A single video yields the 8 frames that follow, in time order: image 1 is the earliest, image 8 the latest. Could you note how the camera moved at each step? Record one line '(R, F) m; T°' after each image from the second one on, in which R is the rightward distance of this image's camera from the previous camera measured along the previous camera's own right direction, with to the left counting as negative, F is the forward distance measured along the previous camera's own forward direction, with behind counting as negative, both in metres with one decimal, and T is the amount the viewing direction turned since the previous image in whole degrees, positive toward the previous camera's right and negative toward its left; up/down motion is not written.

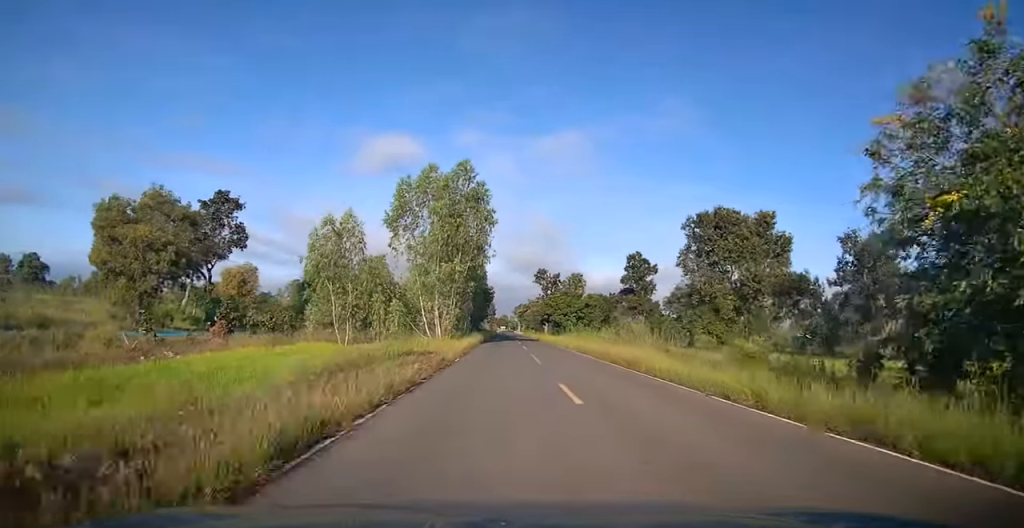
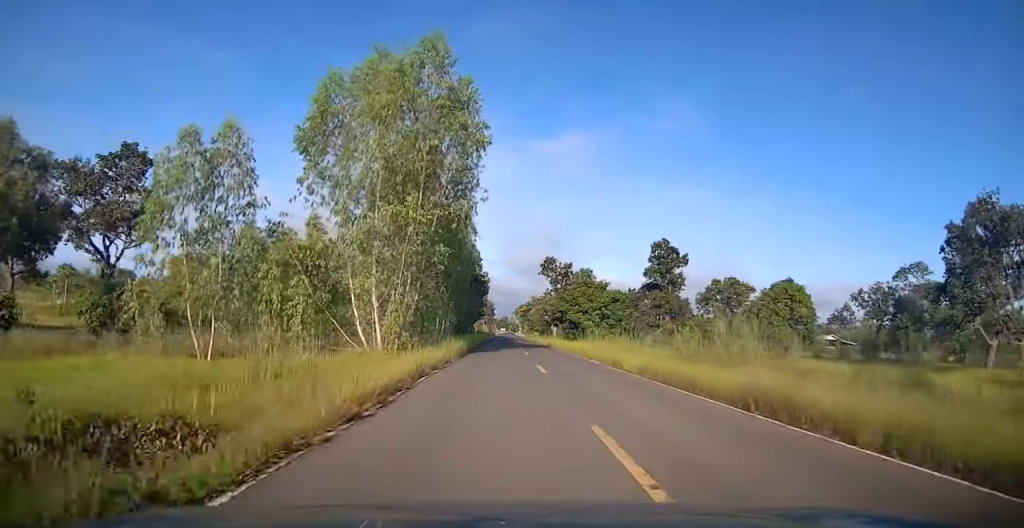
(+0.1, +17.3) m; 0°
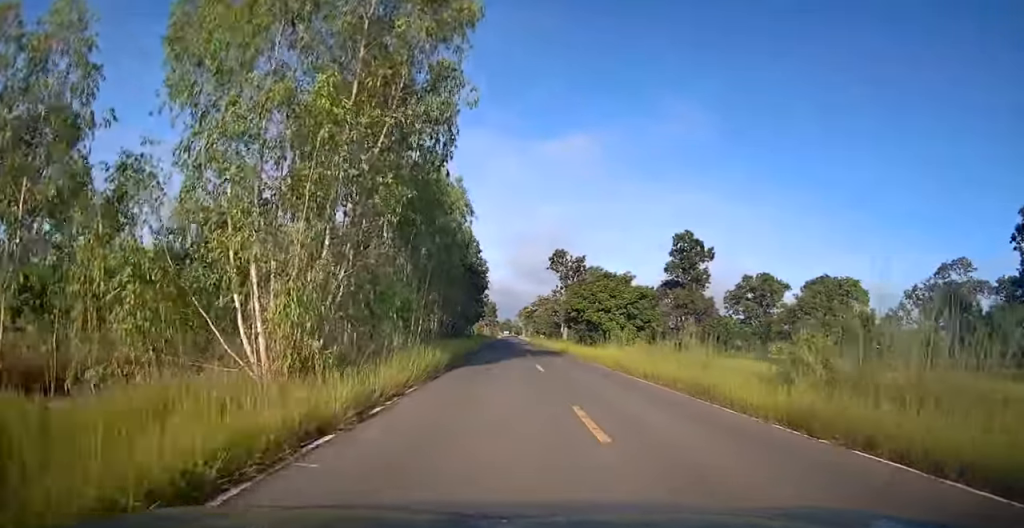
(0.0, +9.7) m; 0°
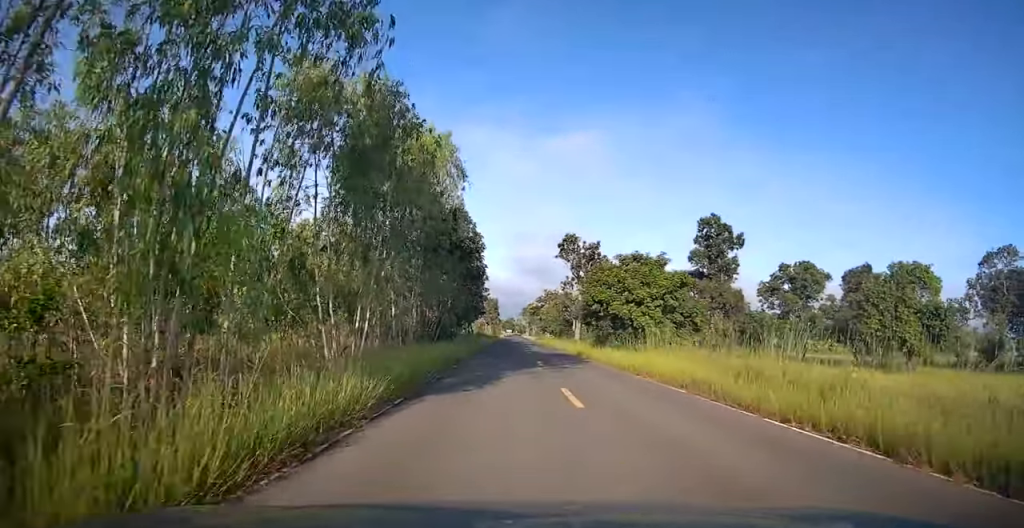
(0.0, +9.2) m; -1°
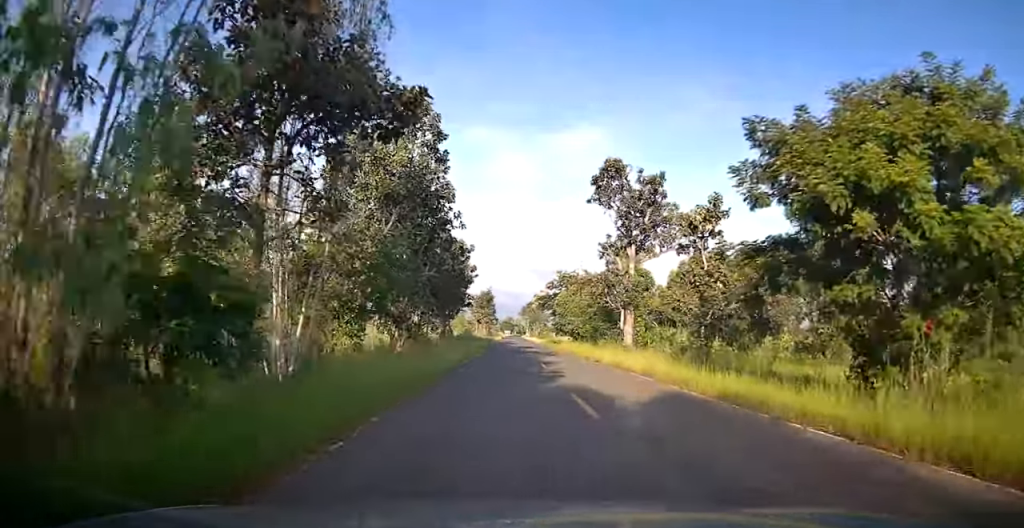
(-0.4, +24.9) m; -1°
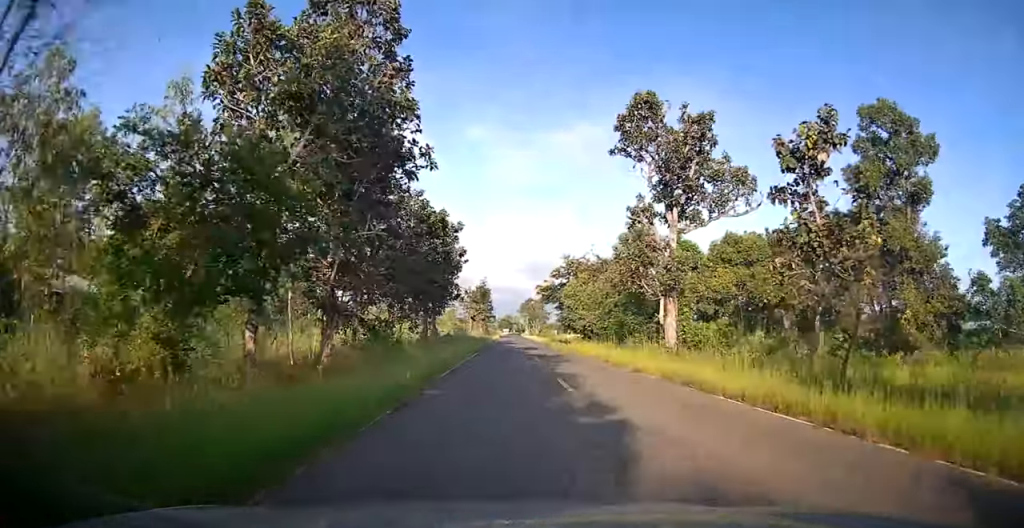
(+0.1, +9.0) m; +1°
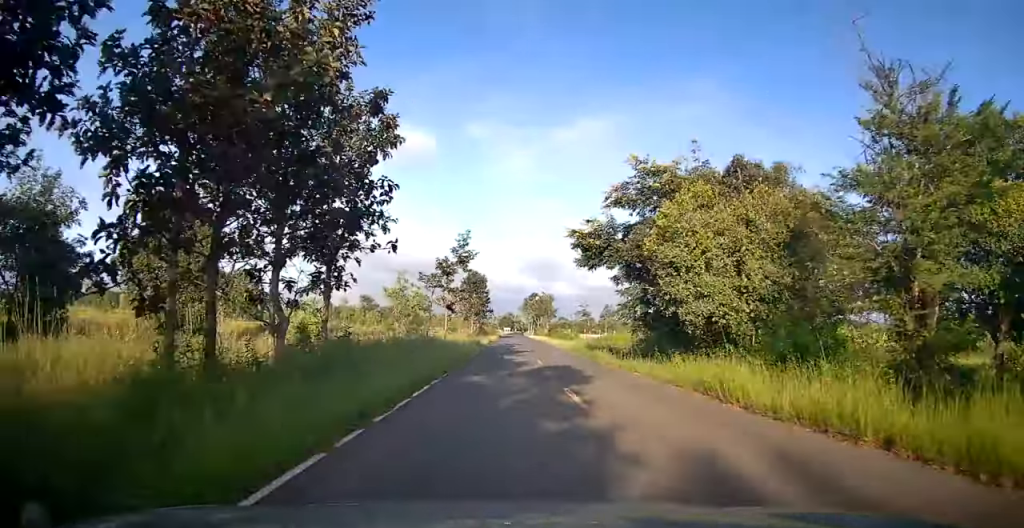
(+0.2, +26.2) m; 0°
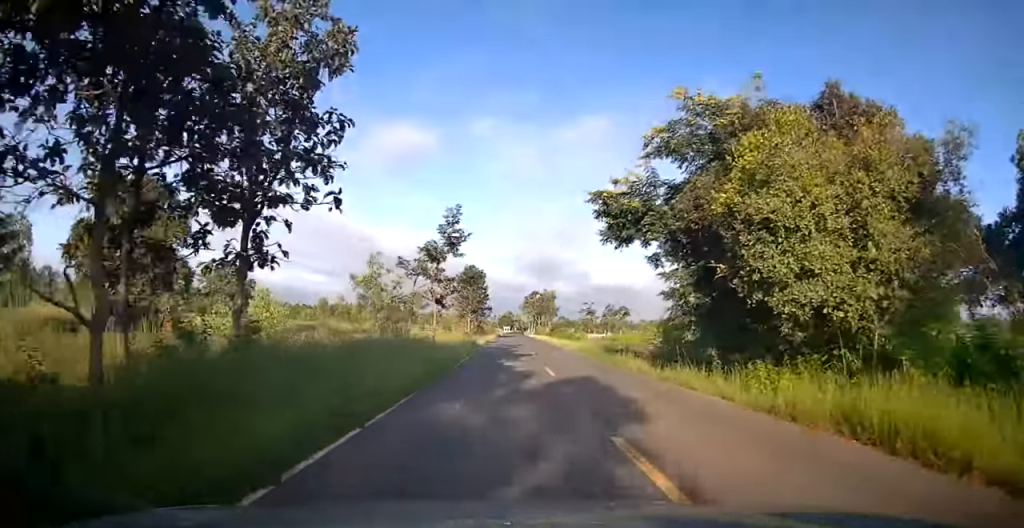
(-0.1, +5.9) m; 0°
